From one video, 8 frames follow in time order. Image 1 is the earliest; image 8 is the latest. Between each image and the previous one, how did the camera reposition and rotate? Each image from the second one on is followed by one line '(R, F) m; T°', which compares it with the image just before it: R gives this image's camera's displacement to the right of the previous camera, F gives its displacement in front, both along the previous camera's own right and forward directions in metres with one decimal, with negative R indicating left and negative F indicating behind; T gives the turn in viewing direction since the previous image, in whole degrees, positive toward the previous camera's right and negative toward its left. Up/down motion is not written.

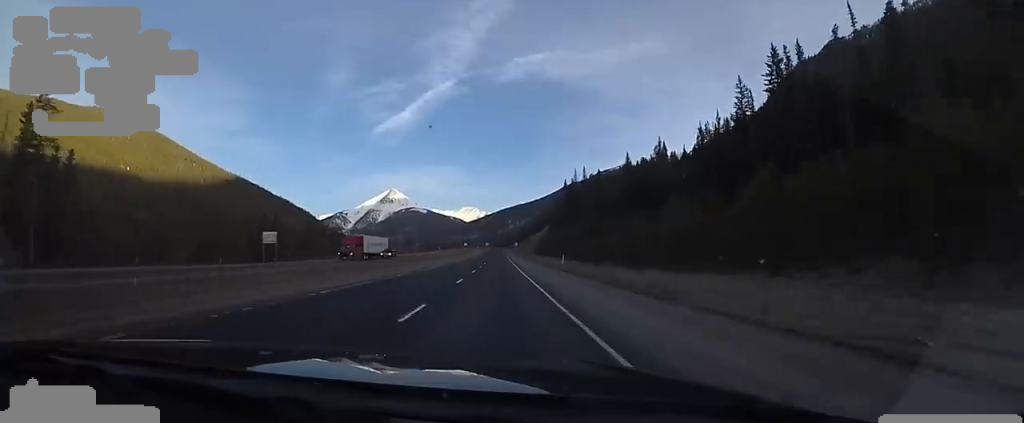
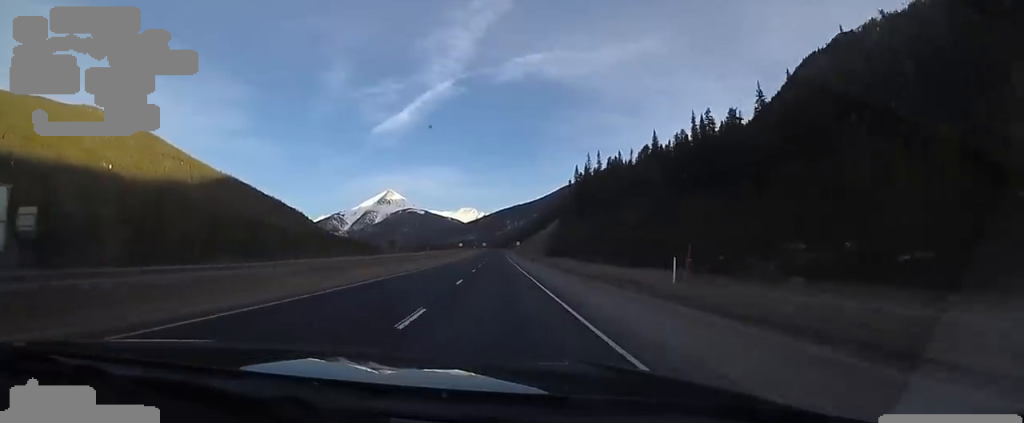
(-0.8, +37.4) m; 0°
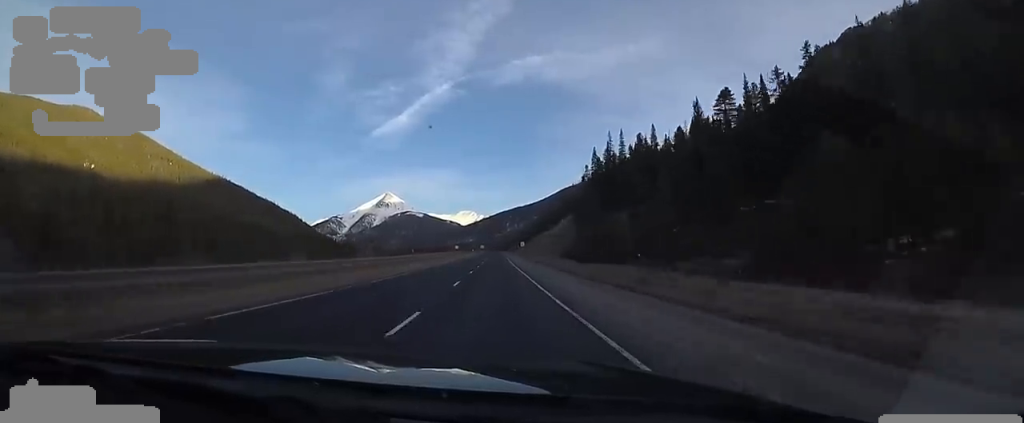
(+0.3, +37.4) m; 0°
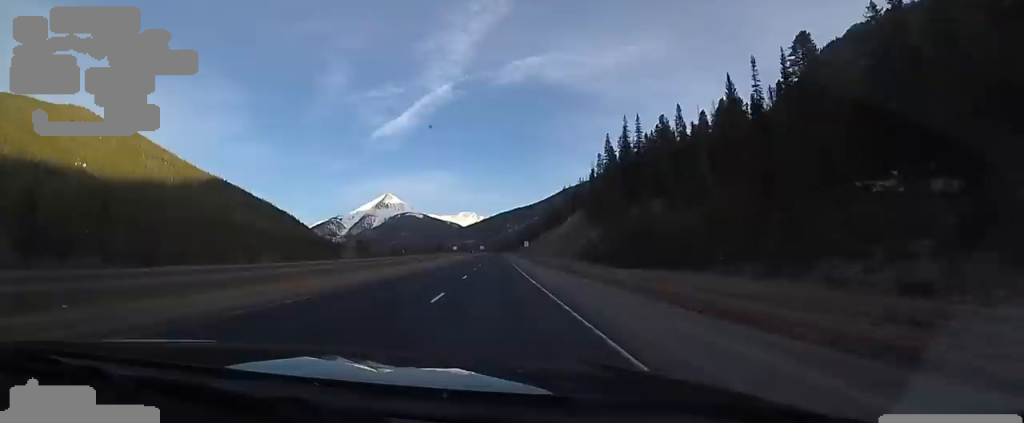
(-0.6, +18.7) m; 0°
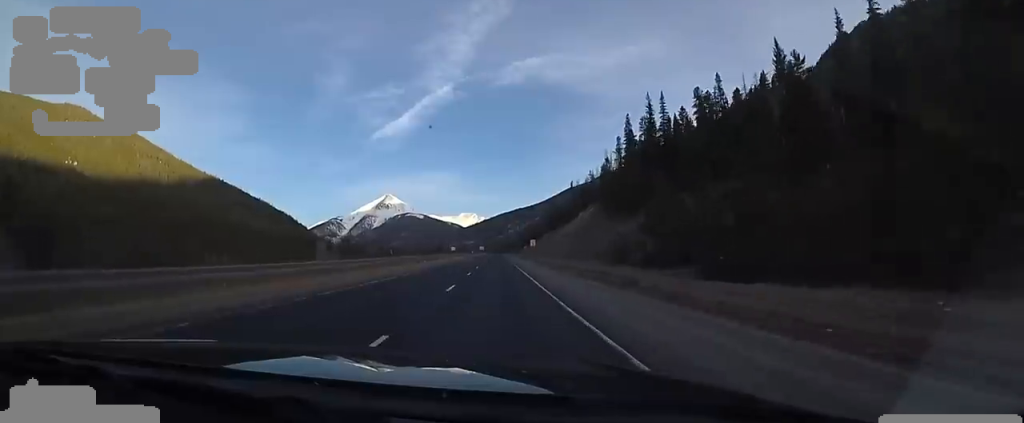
(+0.9, +20.8) m; 0°
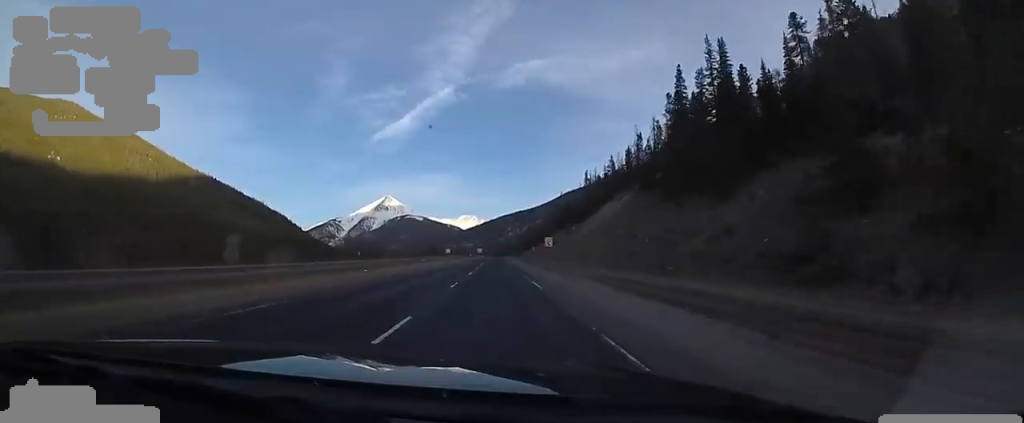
(-0.7, +34.3) m; 0°
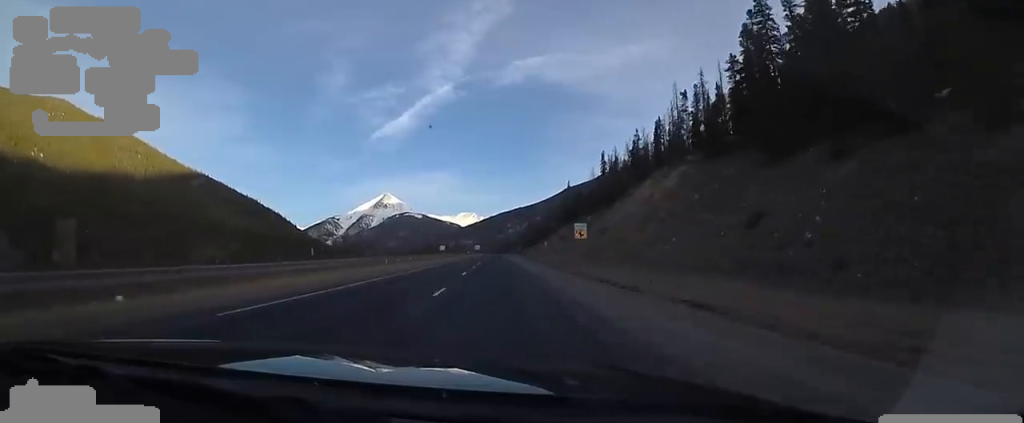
(+0.7, +29.0) m; 0°
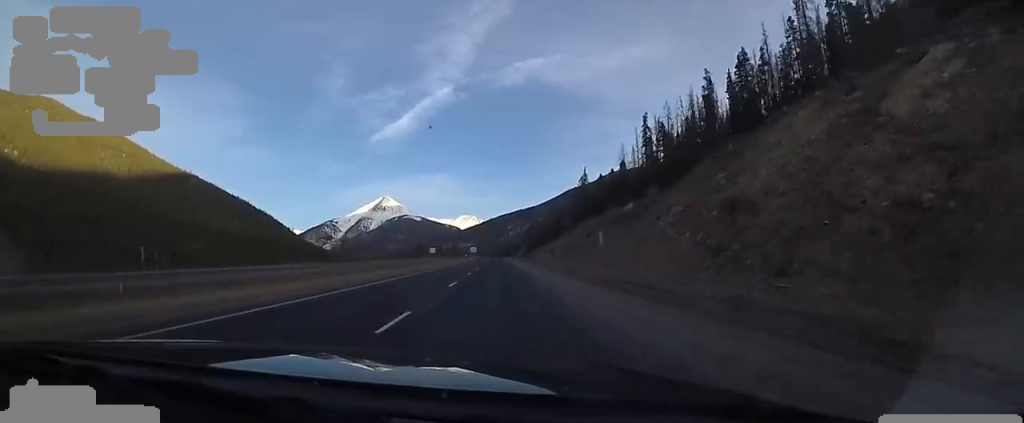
(-0.7, +43.3) m; 0°
